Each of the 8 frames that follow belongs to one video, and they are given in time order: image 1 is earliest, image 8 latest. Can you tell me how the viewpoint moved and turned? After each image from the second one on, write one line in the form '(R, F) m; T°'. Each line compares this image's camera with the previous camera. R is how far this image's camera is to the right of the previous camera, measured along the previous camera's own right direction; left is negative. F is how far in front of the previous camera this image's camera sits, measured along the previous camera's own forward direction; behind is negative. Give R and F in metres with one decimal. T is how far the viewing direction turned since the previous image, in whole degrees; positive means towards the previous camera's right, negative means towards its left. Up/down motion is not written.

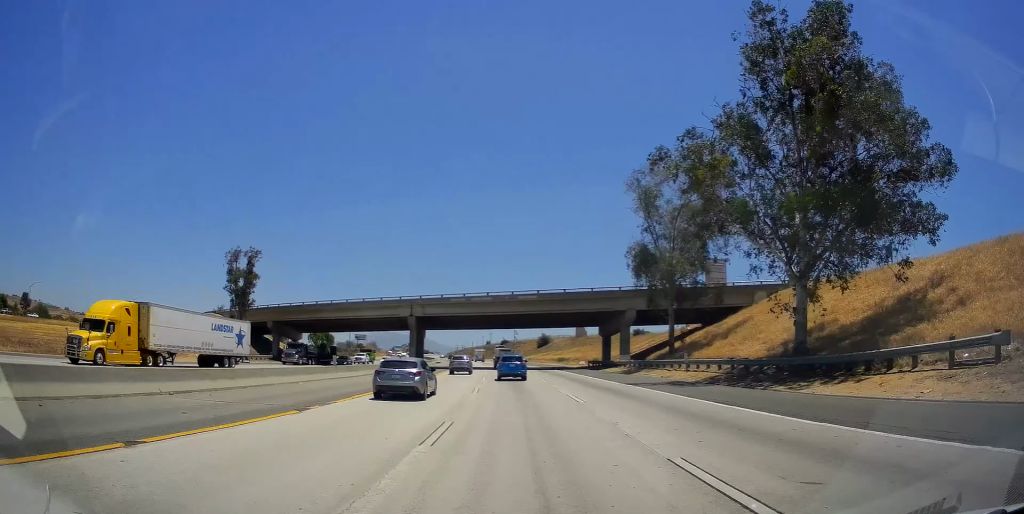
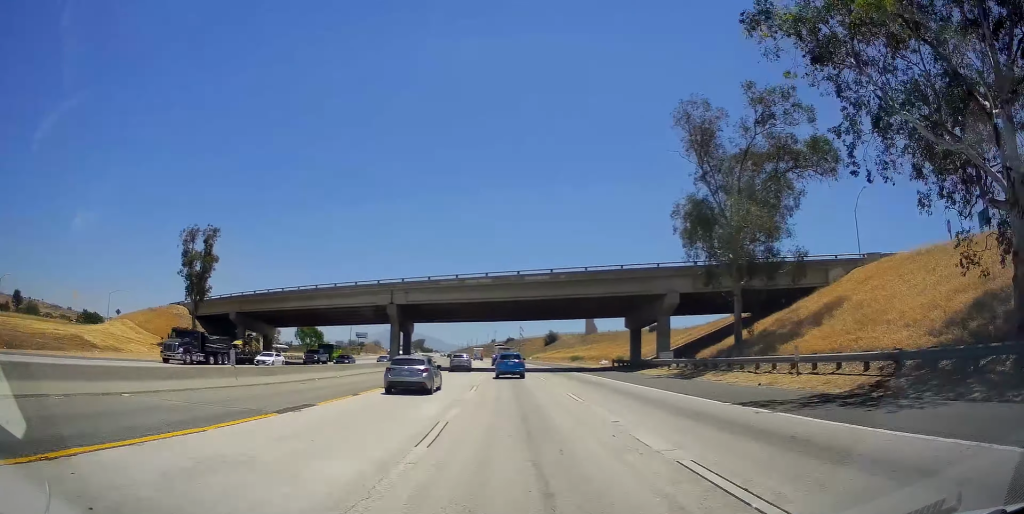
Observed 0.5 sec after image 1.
(0.0, +13.8) m; -1°
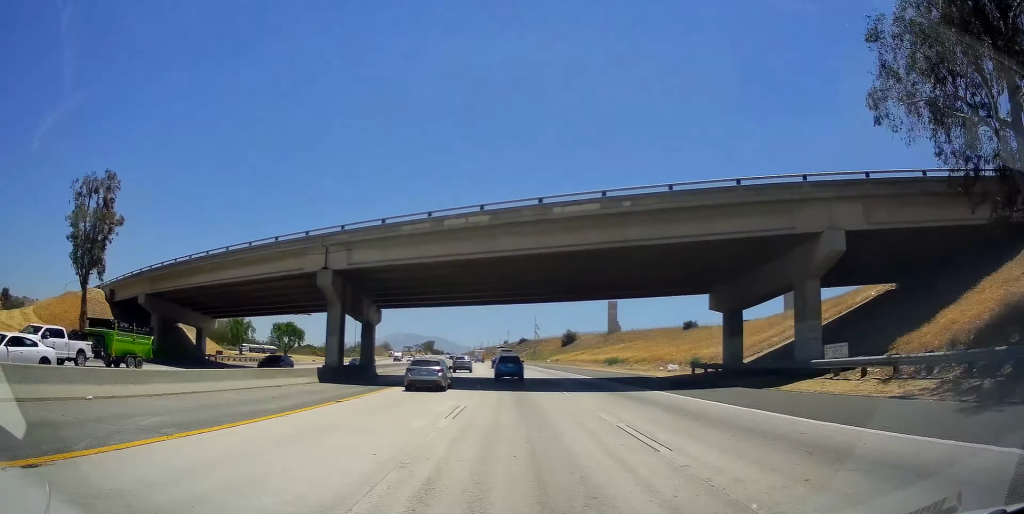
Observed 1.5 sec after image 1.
(-0.1, +24.5) m; -1°
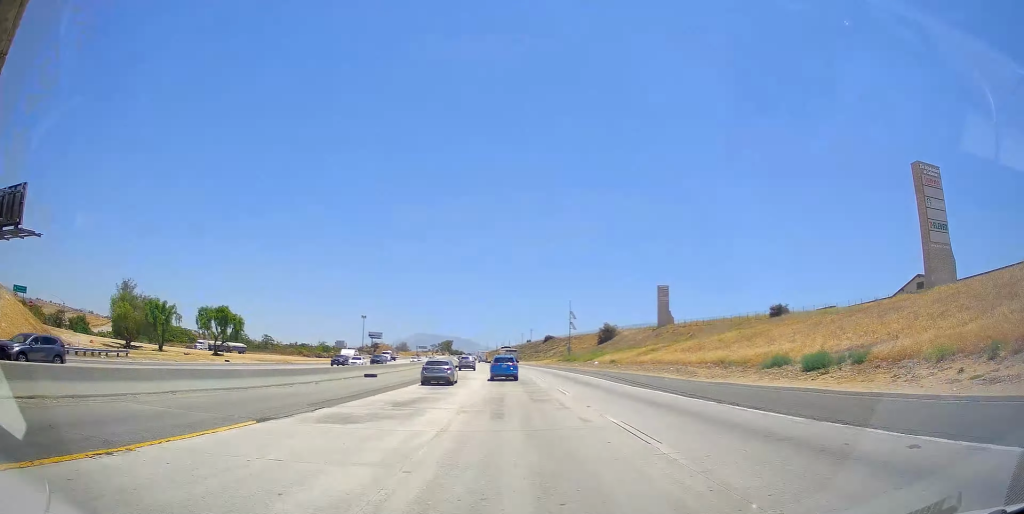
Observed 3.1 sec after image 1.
(-0.9, +43.1) m; -2°
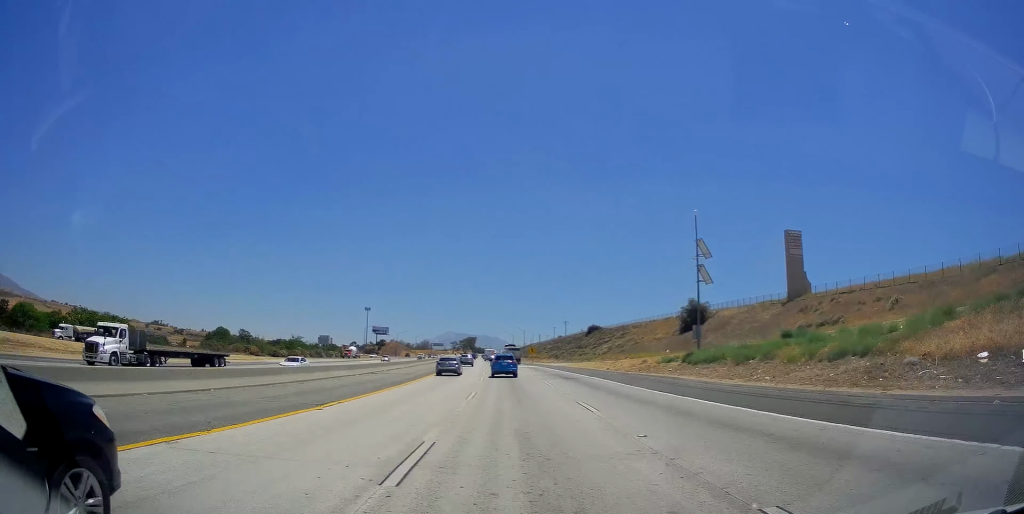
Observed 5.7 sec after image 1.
(-1.7, +66.2) m; -3°
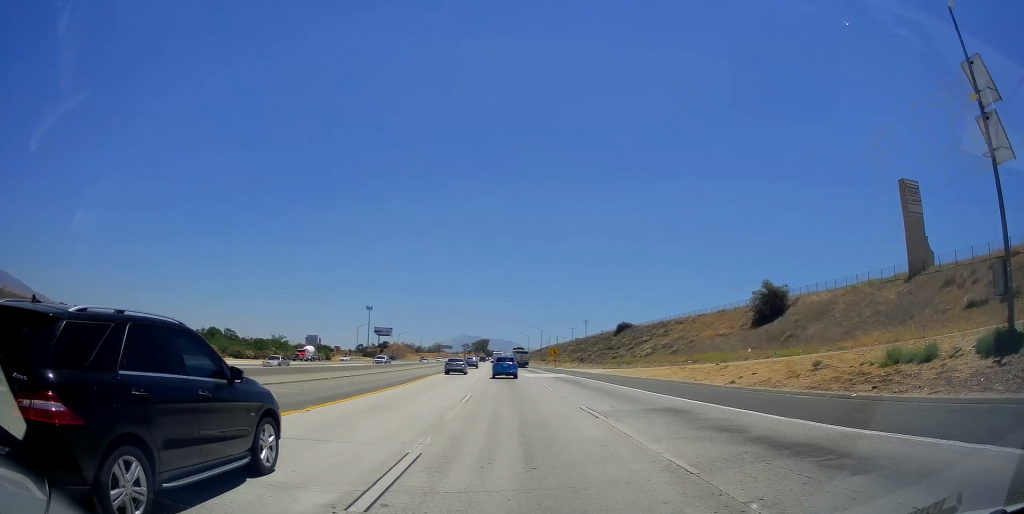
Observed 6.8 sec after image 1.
(-0.4, +30.0) m; -1°
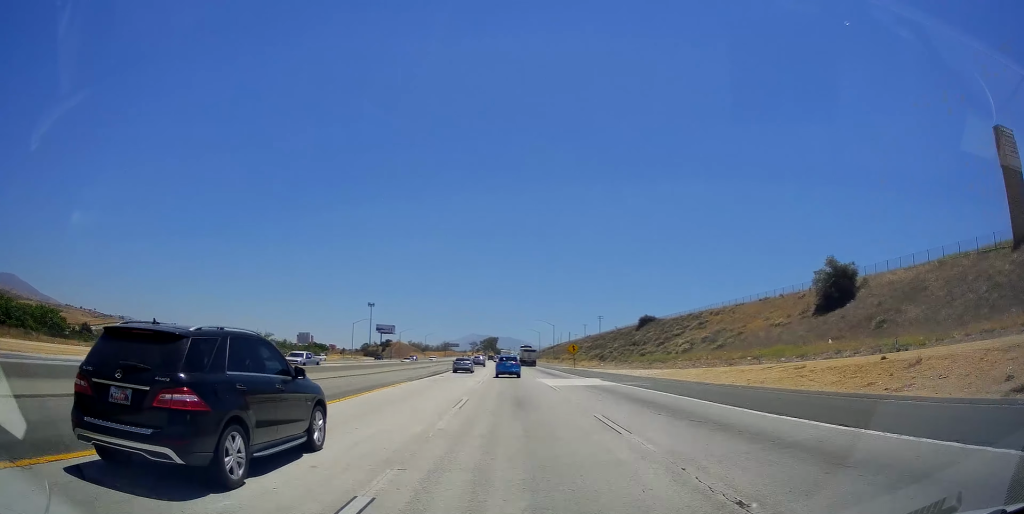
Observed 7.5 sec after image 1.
(+0.1, +17.5) m; -1°
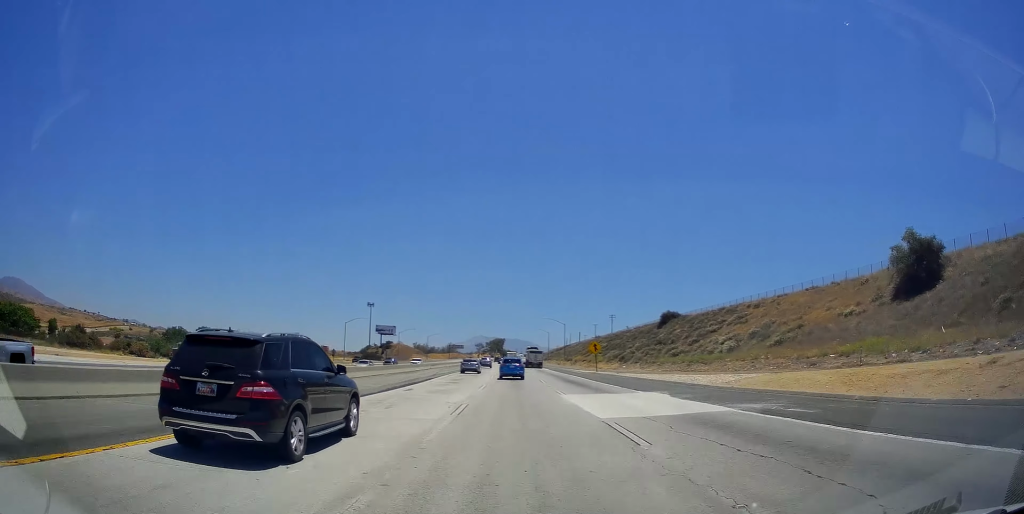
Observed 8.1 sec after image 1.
(-0.3, +16.4) m; -1°
